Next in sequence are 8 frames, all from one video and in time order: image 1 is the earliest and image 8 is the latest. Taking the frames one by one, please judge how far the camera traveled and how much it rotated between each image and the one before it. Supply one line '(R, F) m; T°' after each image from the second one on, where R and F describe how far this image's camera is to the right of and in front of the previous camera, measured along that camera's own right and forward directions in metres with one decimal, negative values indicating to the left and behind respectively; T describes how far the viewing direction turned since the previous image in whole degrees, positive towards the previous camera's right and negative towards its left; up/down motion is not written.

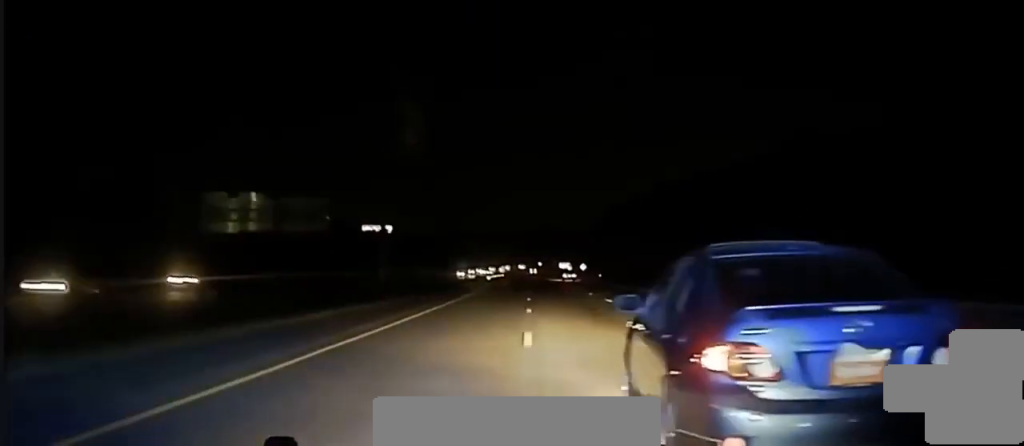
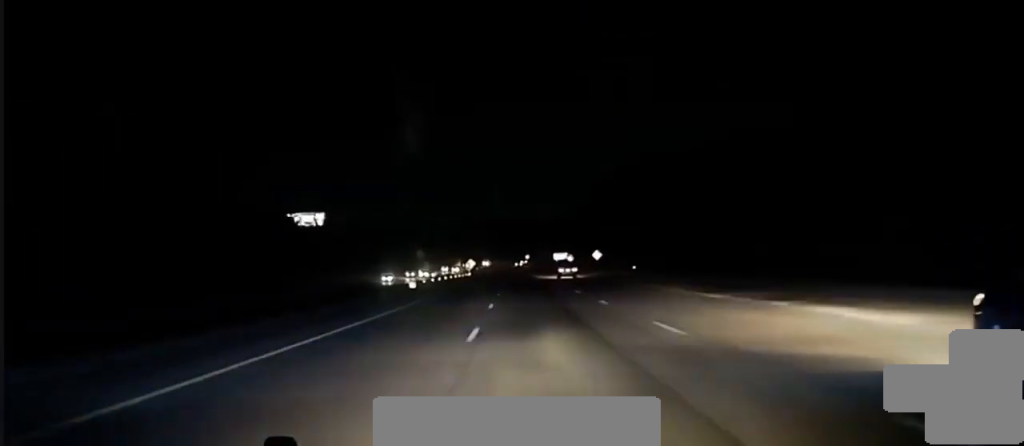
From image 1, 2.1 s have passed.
(+2.5, +103.2) m; +1°
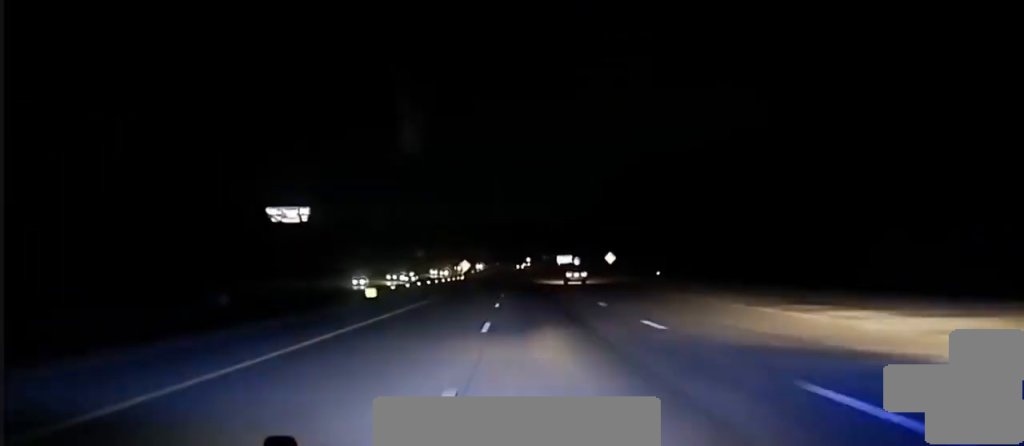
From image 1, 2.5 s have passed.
(0.0, +20.5) m; 0°
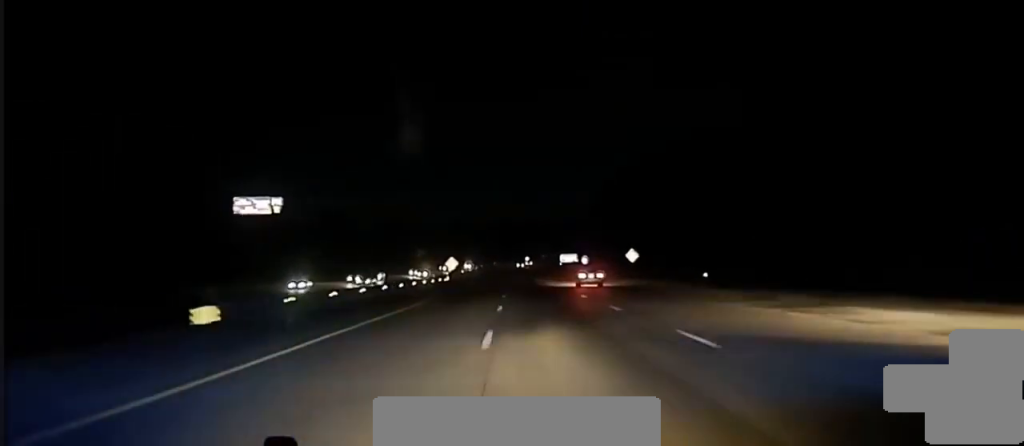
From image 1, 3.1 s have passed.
(0.0, +27.0) m; 0°
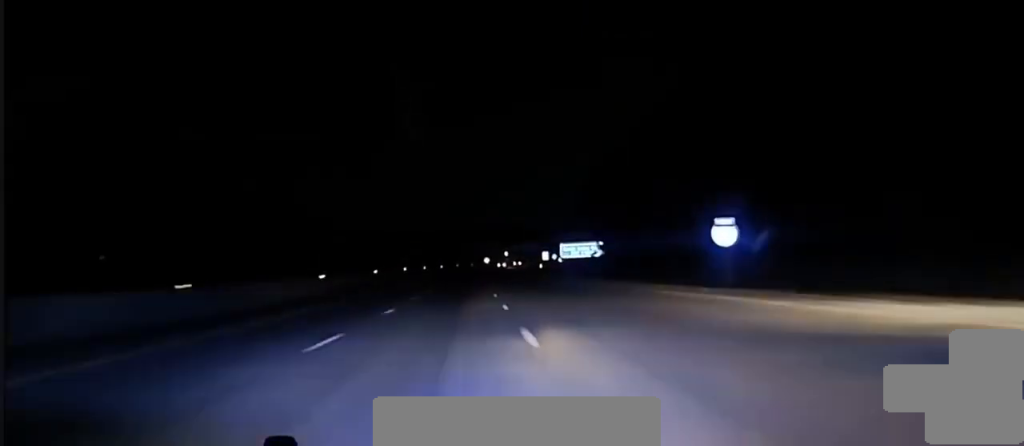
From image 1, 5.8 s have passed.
(+1.8, +126.4) m; +2°
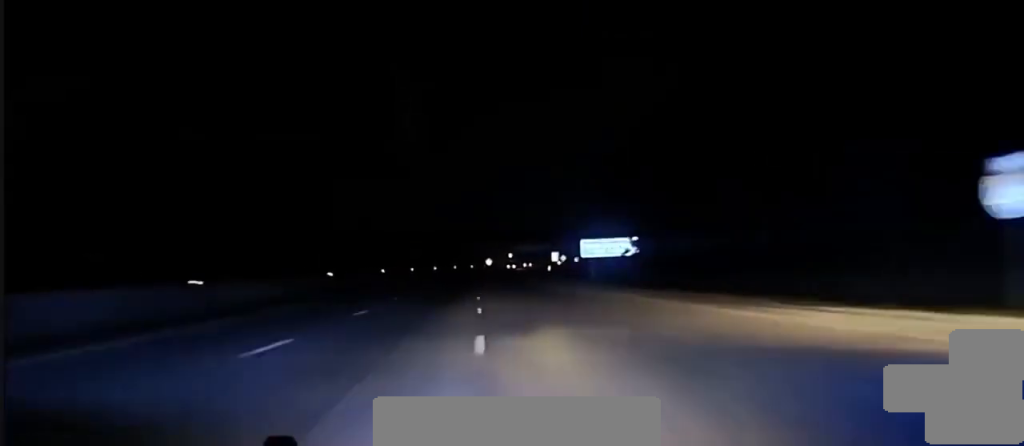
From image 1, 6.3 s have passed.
(0.0, +24.5) m; 0°
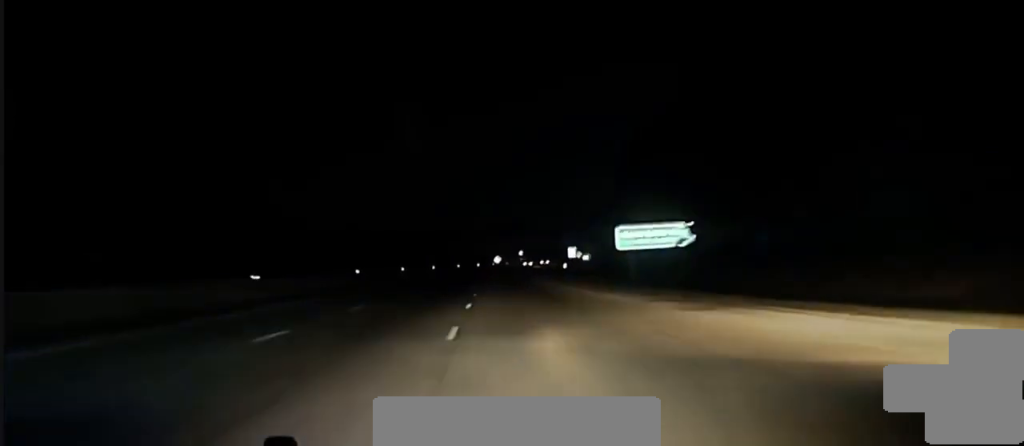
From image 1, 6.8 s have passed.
(+0.2, +22.8) m; 0°
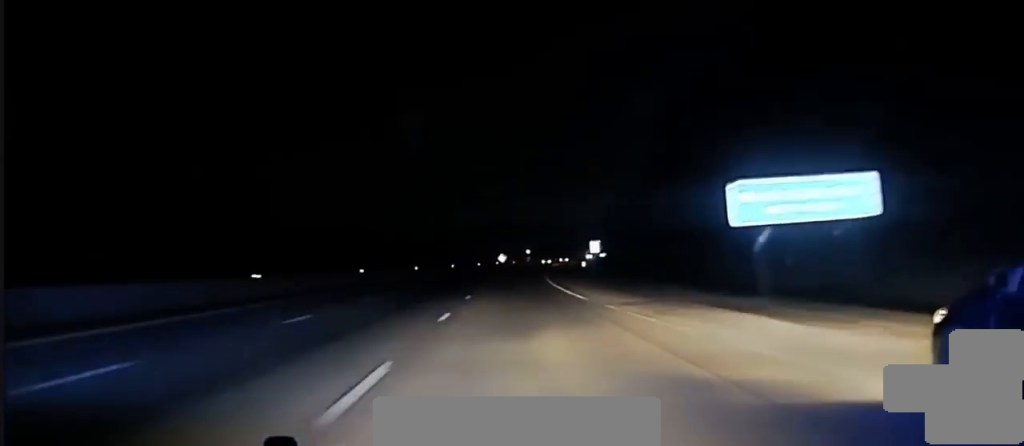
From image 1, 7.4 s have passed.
(+0.1, +32.0) m; 0°
